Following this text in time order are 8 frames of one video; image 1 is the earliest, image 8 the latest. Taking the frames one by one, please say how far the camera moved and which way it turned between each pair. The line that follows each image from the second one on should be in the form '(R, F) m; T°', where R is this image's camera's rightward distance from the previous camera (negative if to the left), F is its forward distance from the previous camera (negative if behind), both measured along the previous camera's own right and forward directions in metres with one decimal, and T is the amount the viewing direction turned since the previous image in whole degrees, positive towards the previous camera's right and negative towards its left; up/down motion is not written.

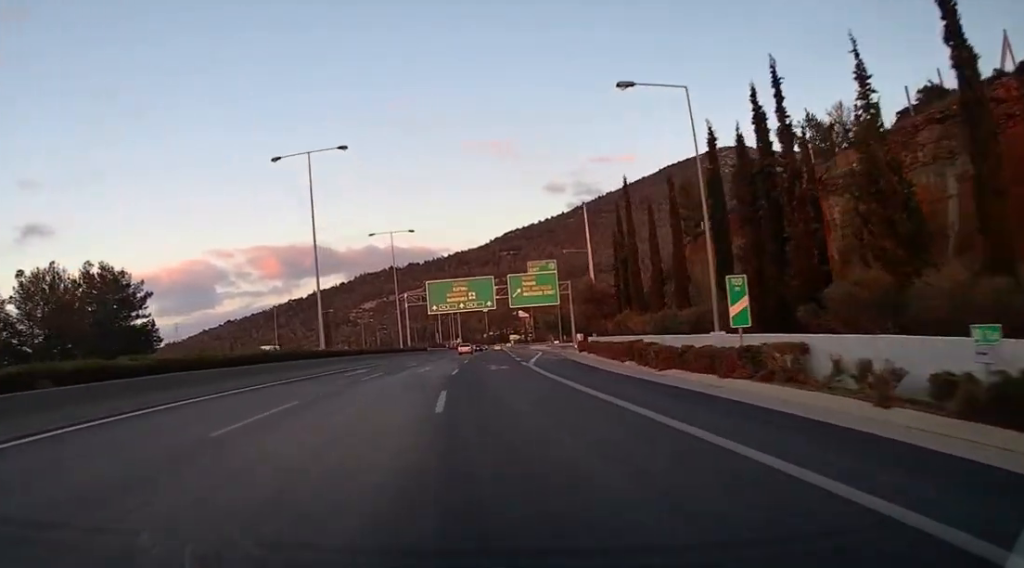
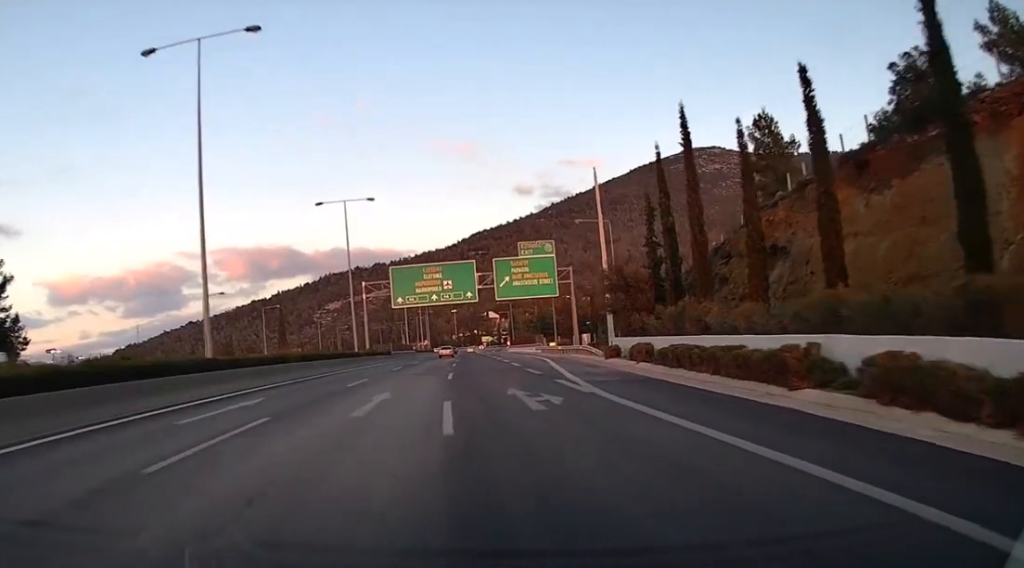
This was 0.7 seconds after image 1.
(+0.9, +20.8) m; +3°
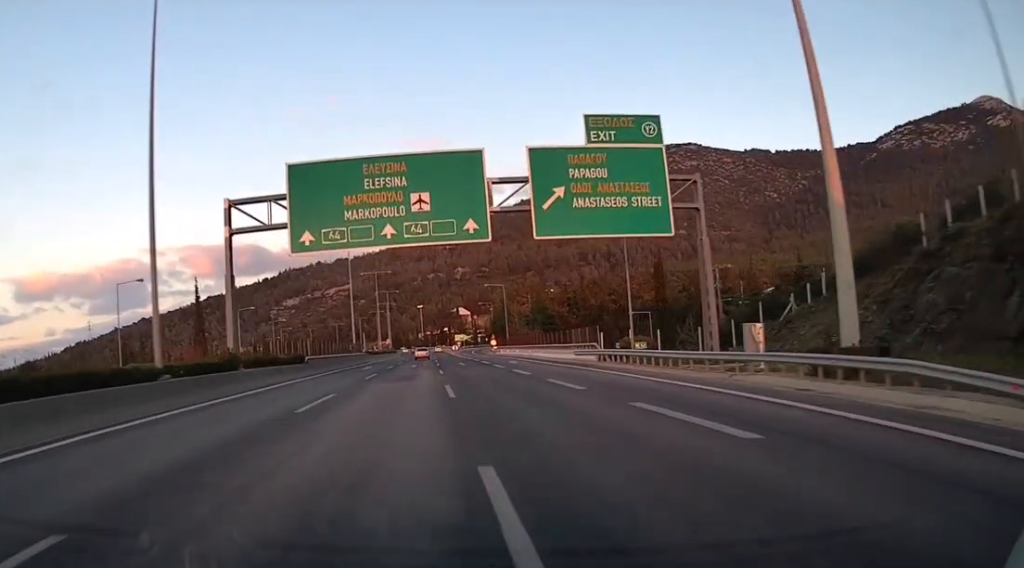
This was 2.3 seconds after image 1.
(+2.0, +45.4) m; +4°
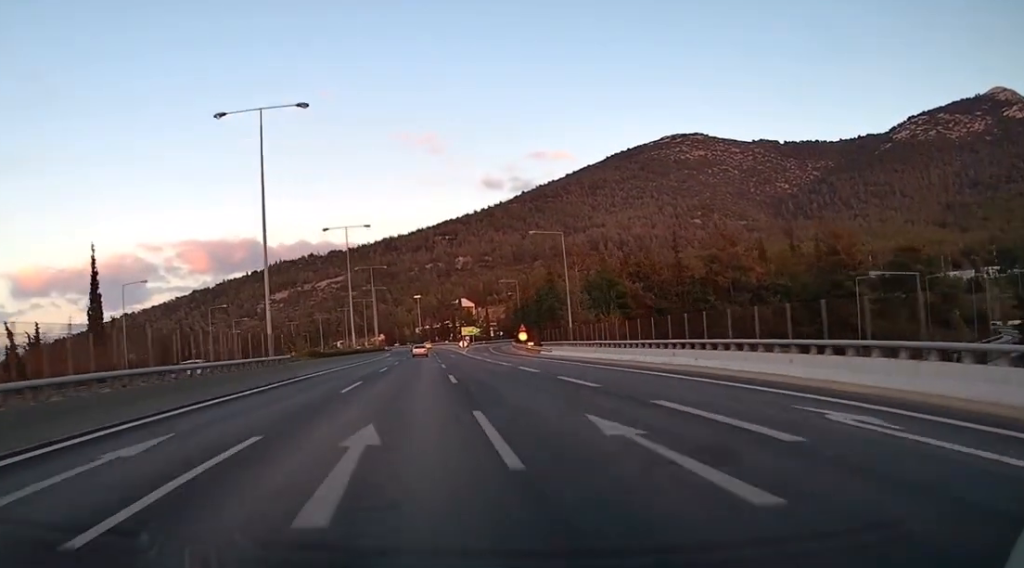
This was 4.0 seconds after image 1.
(+1.0, +48.7) m; +1°
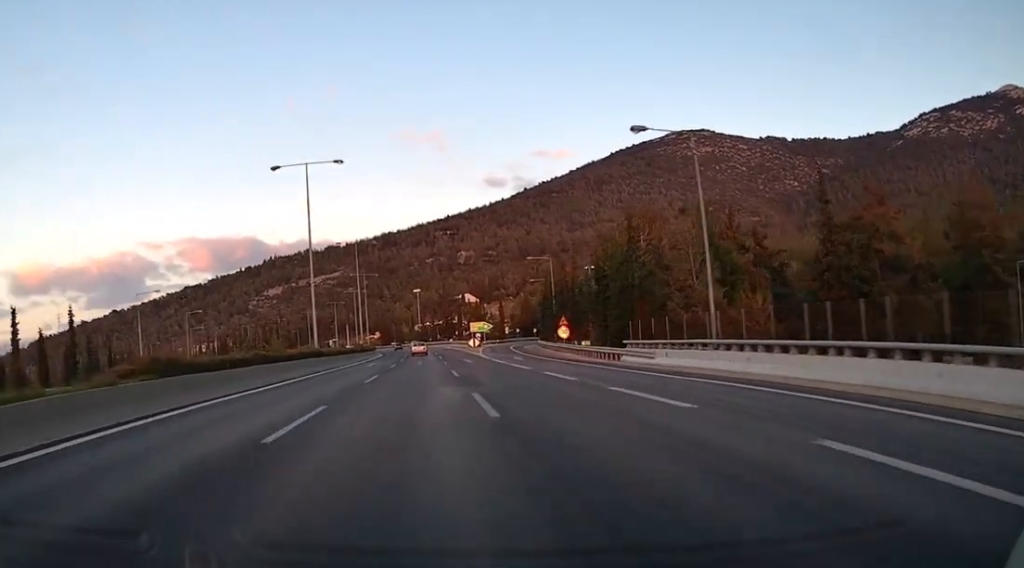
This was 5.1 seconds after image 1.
(-0.3, +30.8) m; -1°
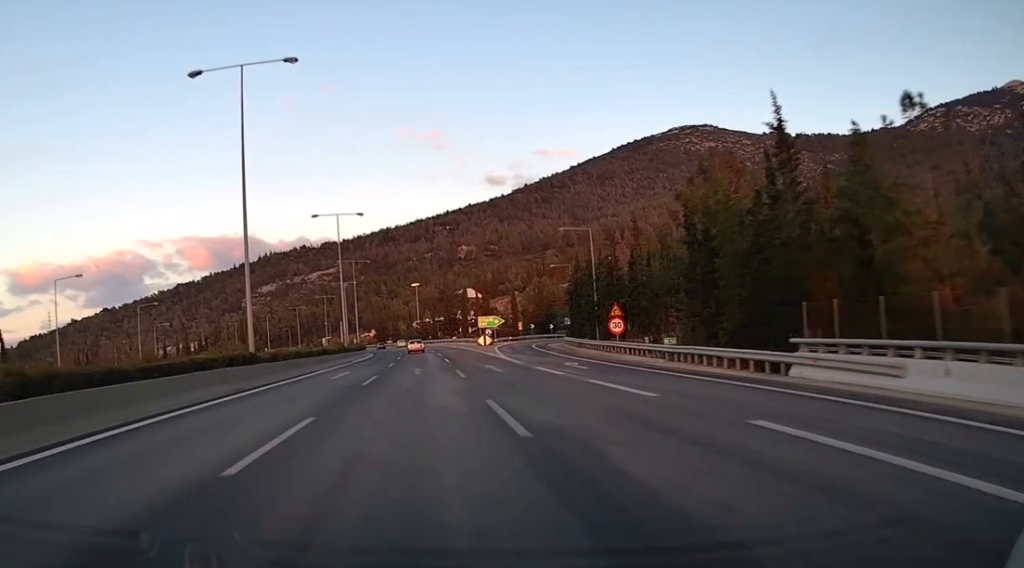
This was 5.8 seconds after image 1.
(0.0, +21.3) m; 0°
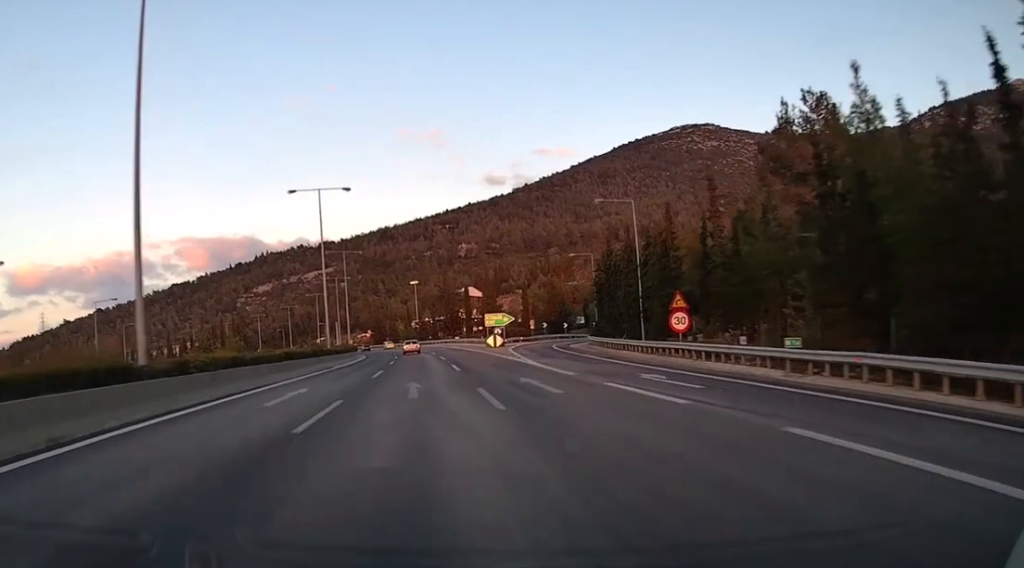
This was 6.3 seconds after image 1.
(0.0, +12.6) m; 0°
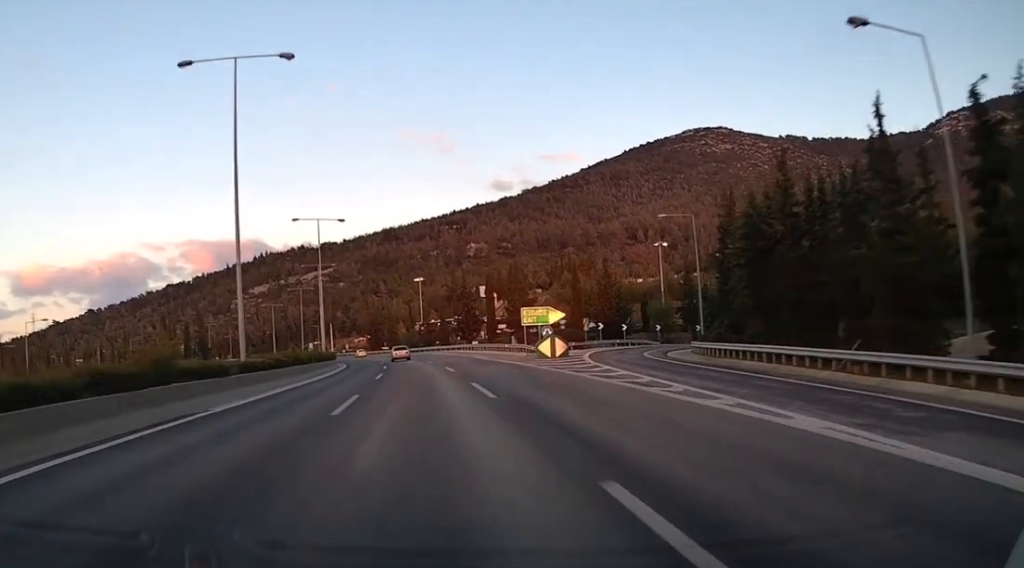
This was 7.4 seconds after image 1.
(0.0, +33.7) m; 0°
